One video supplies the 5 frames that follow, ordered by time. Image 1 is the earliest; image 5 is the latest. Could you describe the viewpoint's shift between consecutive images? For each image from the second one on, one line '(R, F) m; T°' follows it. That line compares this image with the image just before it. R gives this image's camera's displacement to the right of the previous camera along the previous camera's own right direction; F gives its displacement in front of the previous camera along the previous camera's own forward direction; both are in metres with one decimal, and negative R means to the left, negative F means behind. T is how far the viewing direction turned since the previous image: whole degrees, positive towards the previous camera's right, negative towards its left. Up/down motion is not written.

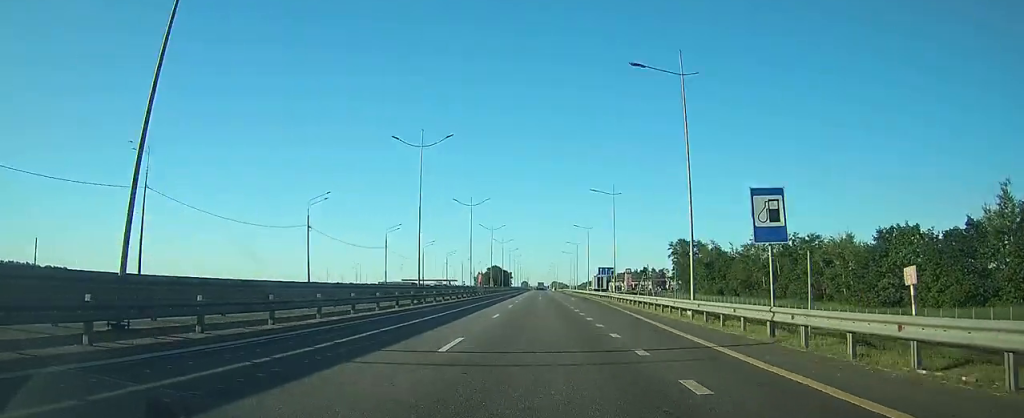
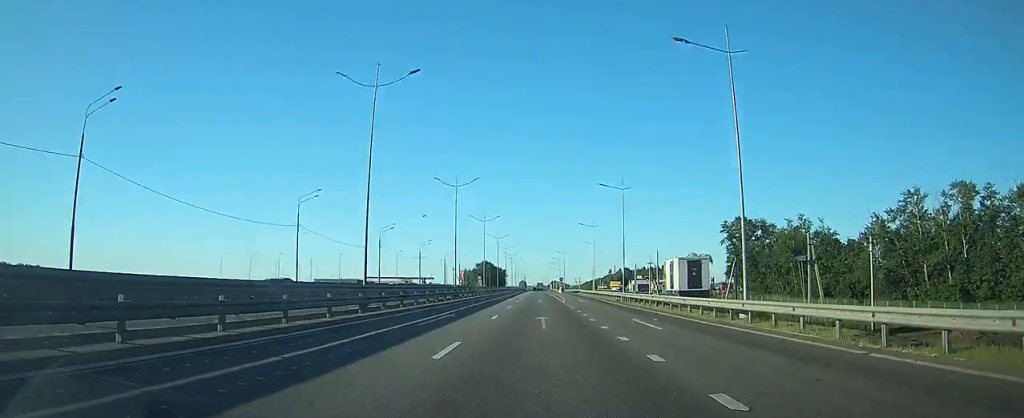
(-0.2, +72.5) m; 0°
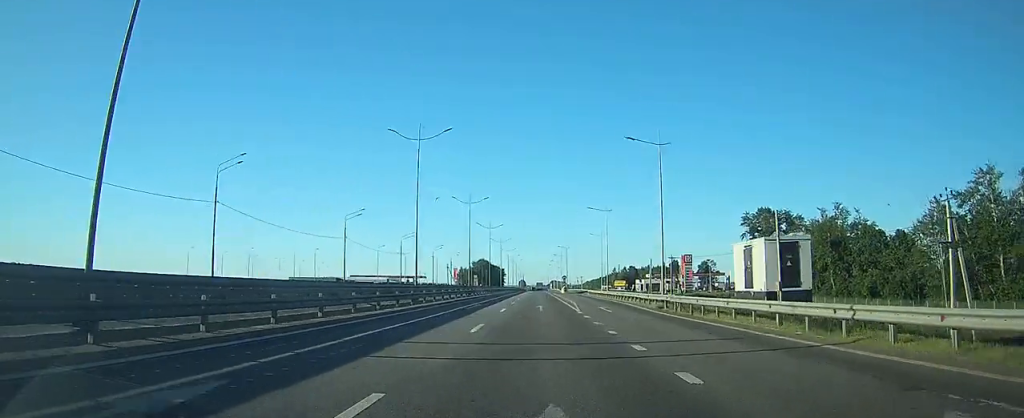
(0.0, +18.3) m; 0°
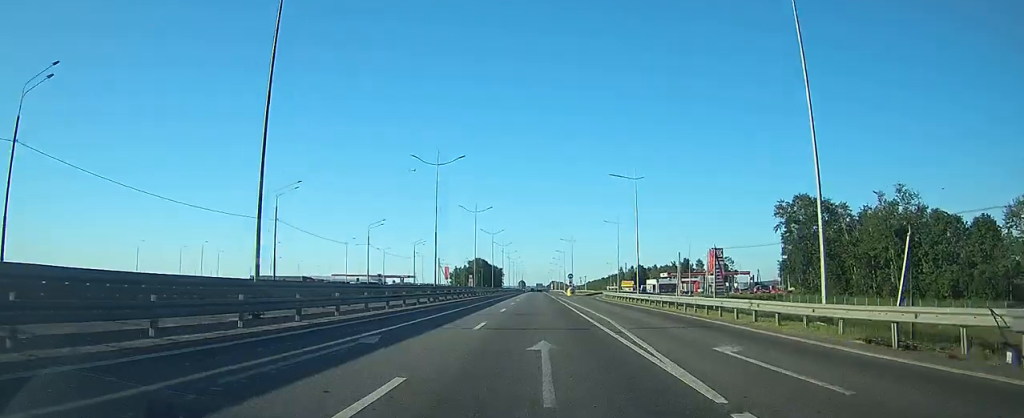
(0.0, +22.8) m; 0°
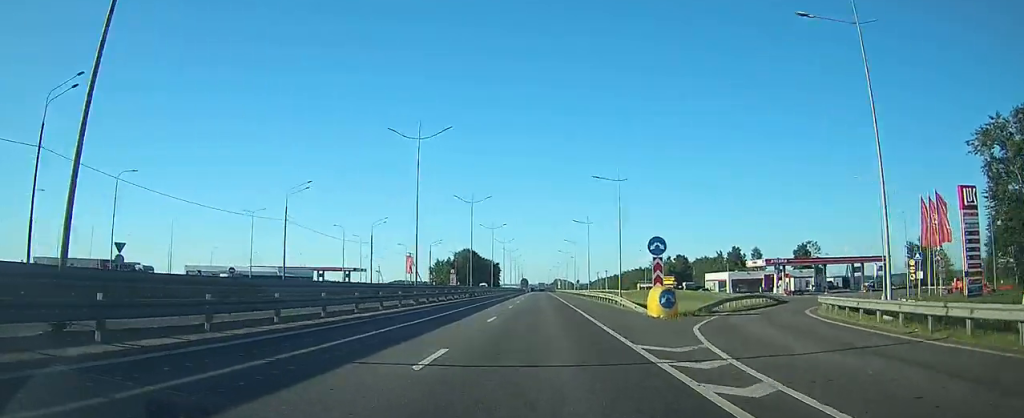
(-0.2, +68.2) m; 0°
